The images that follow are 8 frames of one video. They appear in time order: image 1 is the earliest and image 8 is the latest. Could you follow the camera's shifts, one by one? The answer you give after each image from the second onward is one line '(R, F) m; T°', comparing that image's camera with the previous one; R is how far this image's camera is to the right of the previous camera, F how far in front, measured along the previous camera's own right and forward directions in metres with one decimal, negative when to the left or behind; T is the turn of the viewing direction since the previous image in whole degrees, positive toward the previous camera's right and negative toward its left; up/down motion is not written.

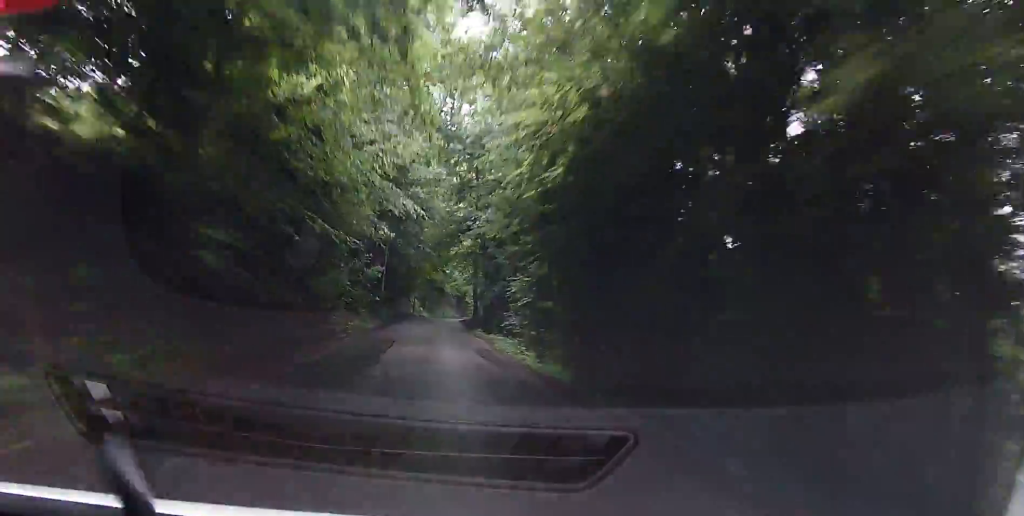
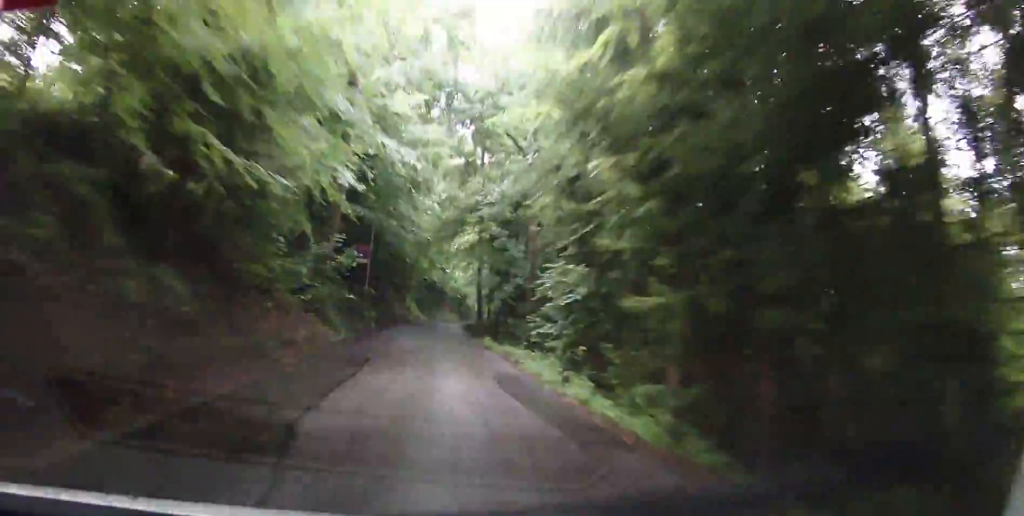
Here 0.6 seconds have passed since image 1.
(-0.3, +7.7) m; -2°
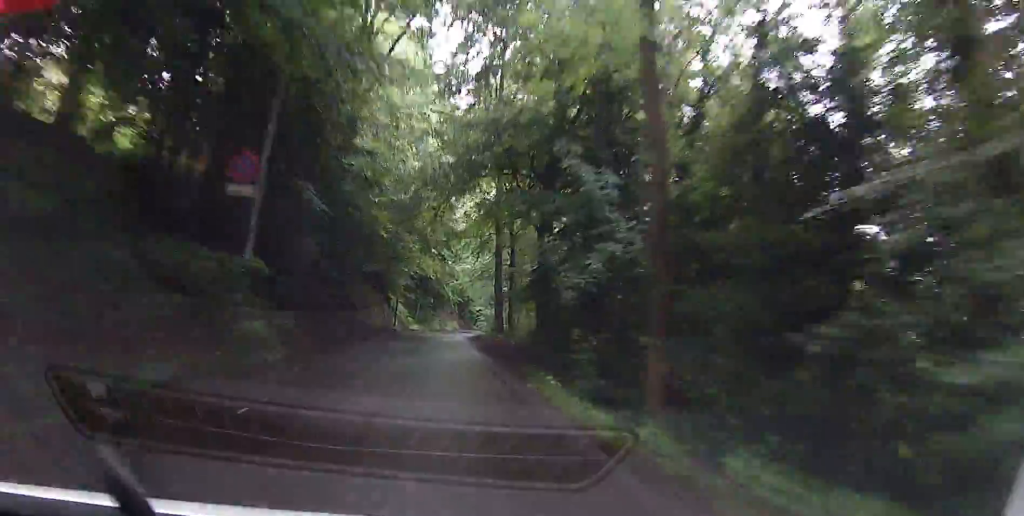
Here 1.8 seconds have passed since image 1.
(-0.7, +17.6) m; -4°
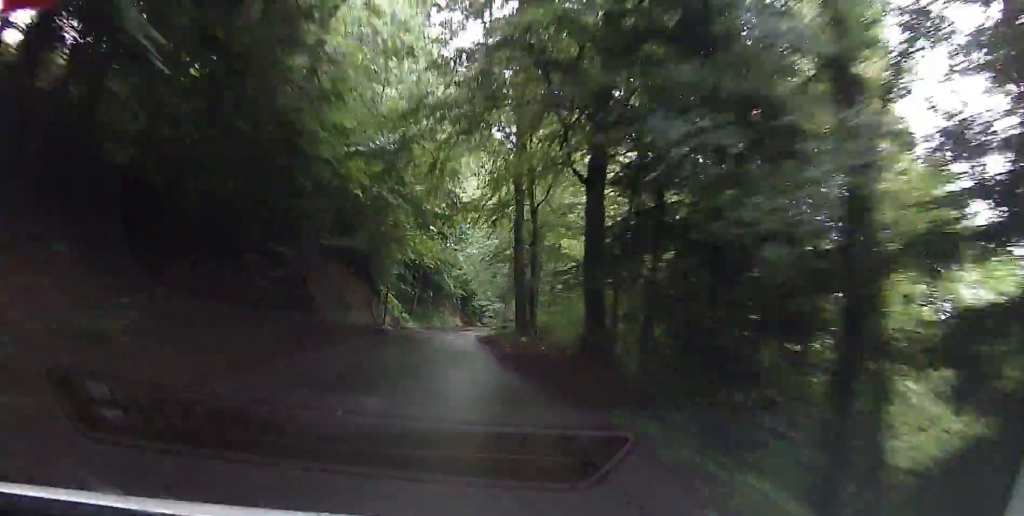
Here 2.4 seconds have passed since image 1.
(-0.2, +8.6) m; -2°
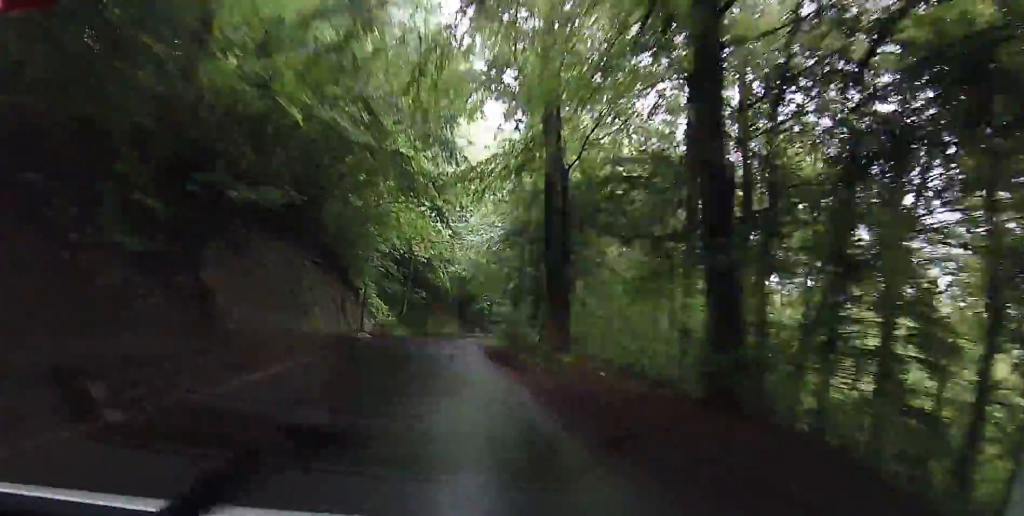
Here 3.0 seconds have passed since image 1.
(-0.1, +8.3) m; -2°
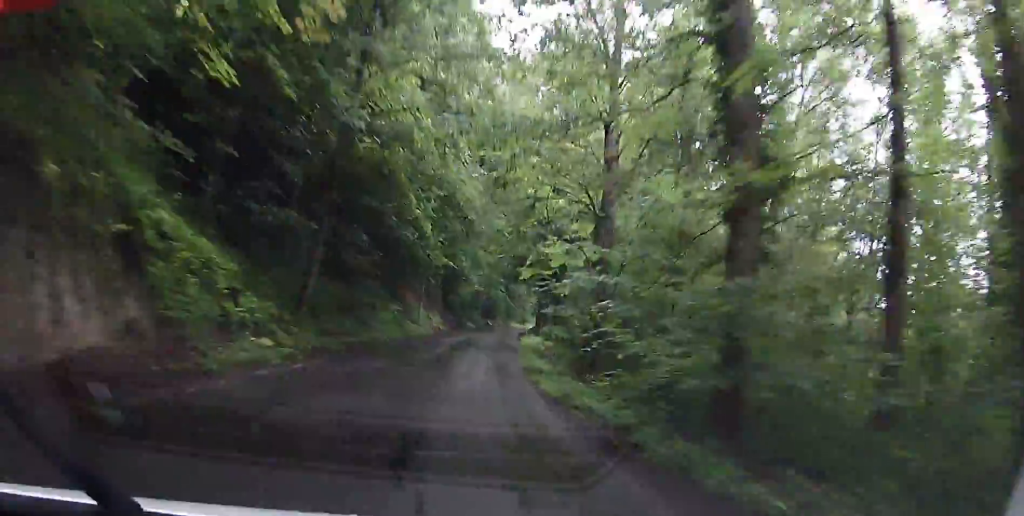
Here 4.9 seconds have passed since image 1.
(+0.3, +29.0) m; +3°
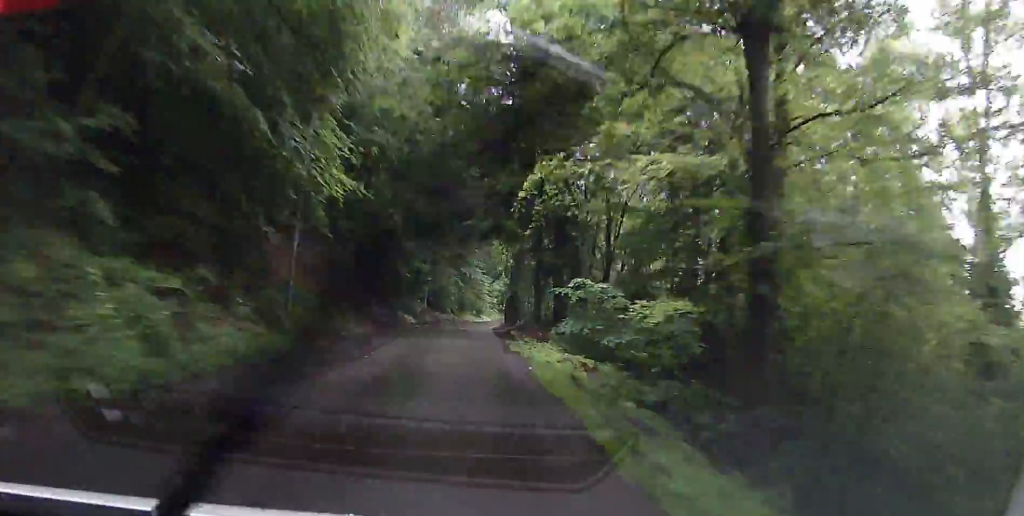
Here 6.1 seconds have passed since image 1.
(+0.3, +20.2) m; +3°
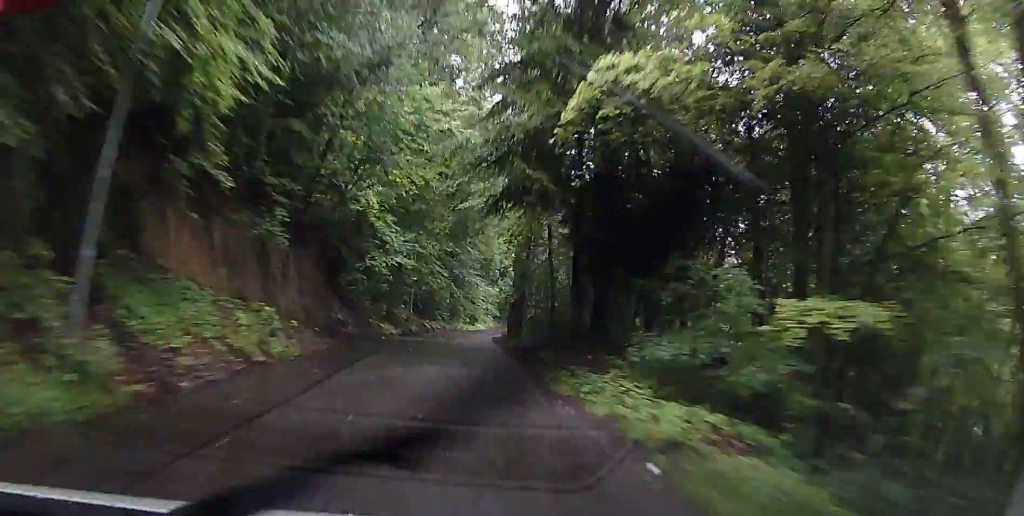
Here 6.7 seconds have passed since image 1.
(+0.2, +8.7) m; +1°
